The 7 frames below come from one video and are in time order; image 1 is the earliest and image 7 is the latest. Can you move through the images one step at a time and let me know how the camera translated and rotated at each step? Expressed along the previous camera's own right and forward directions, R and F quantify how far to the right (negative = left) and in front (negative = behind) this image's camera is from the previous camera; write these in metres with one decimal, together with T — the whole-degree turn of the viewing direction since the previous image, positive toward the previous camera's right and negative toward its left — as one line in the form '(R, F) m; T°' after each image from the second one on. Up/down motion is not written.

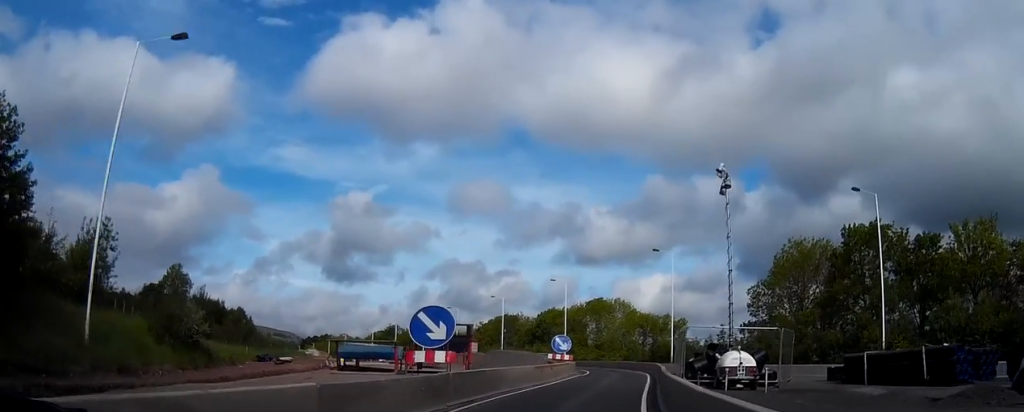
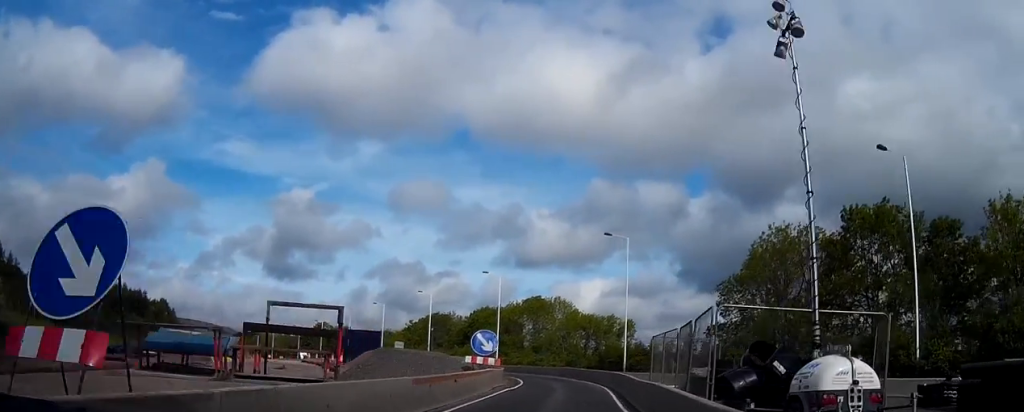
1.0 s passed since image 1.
(+0.5, +12.8) m; +4°
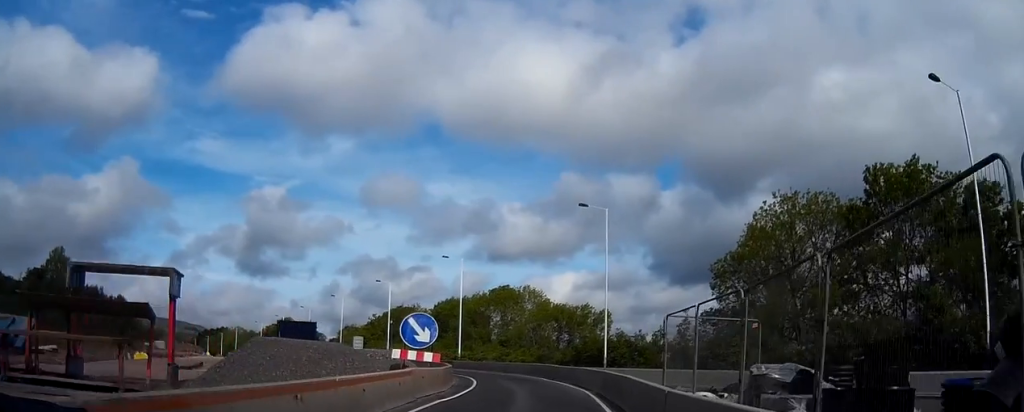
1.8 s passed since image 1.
(+0.2, +9.3) m; +2°
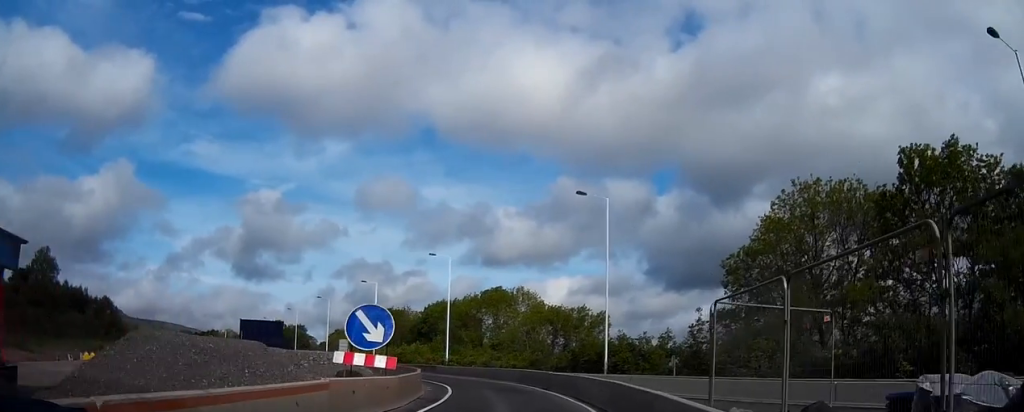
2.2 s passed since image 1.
(+0.1, +5.2) m; 0°
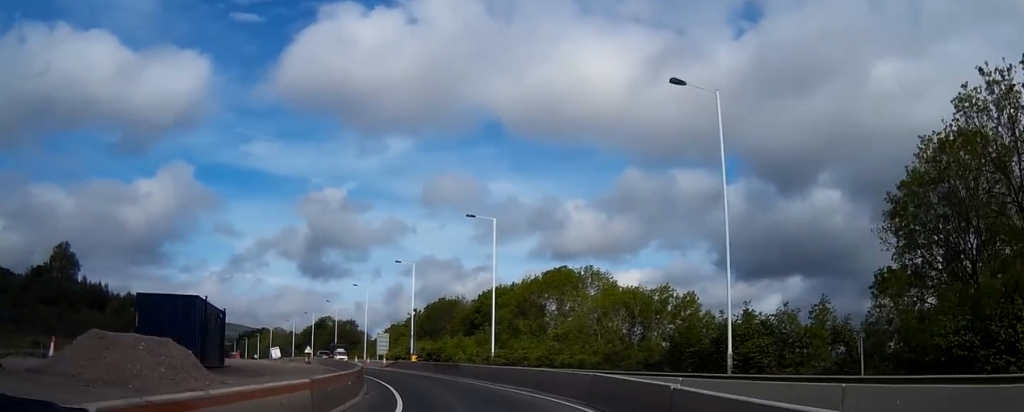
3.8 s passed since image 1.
(+0.1, +18.4) m; -3°
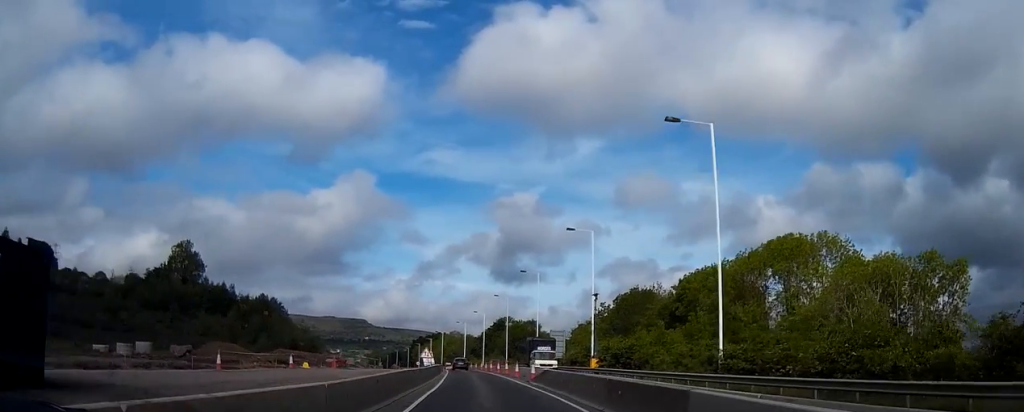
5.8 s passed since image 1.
(-3.4, +23.7) m; -16°
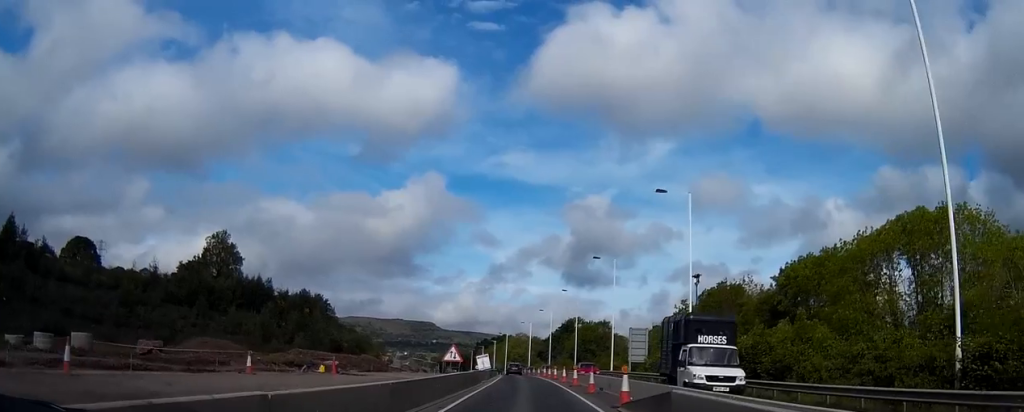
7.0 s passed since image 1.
(-0.8, +15.4) m; -4°
